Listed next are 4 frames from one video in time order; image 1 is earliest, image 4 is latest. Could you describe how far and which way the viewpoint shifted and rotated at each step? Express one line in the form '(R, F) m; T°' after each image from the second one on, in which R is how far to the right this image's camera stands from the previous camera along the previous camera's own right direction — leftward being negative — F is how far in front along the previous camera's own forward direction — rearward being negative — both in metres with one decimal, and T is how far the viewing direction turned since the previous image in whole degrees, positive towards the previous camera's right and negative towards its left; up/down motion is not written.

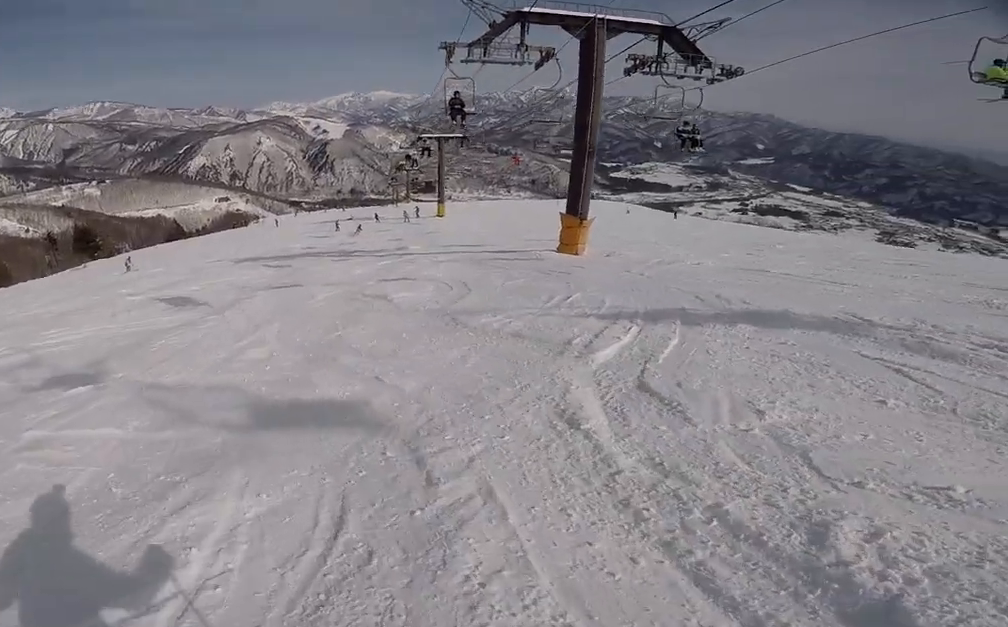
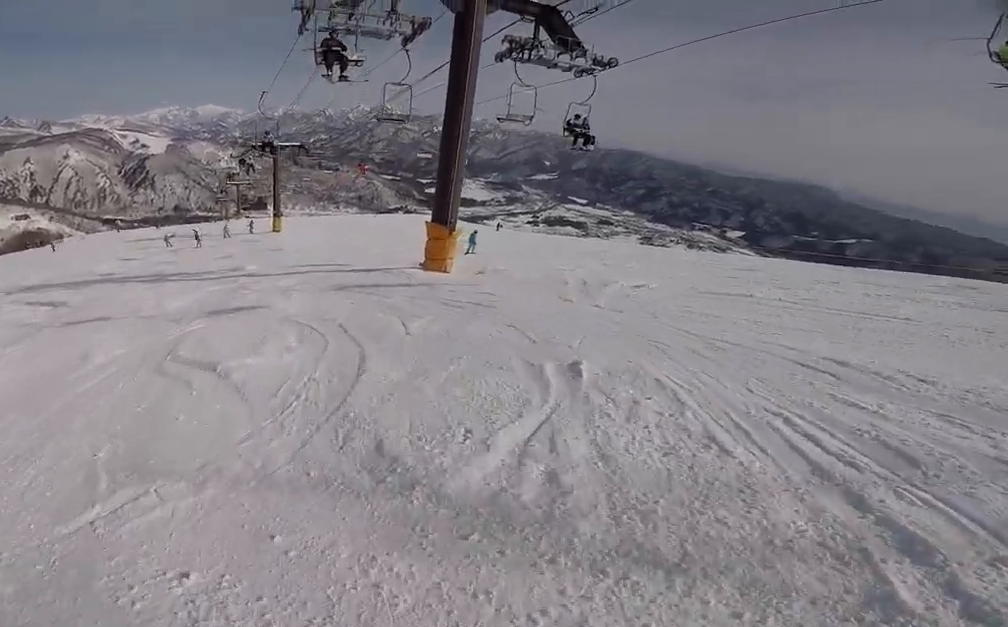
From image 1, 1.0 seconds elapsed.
(+0.3, +4.4) m; +11°
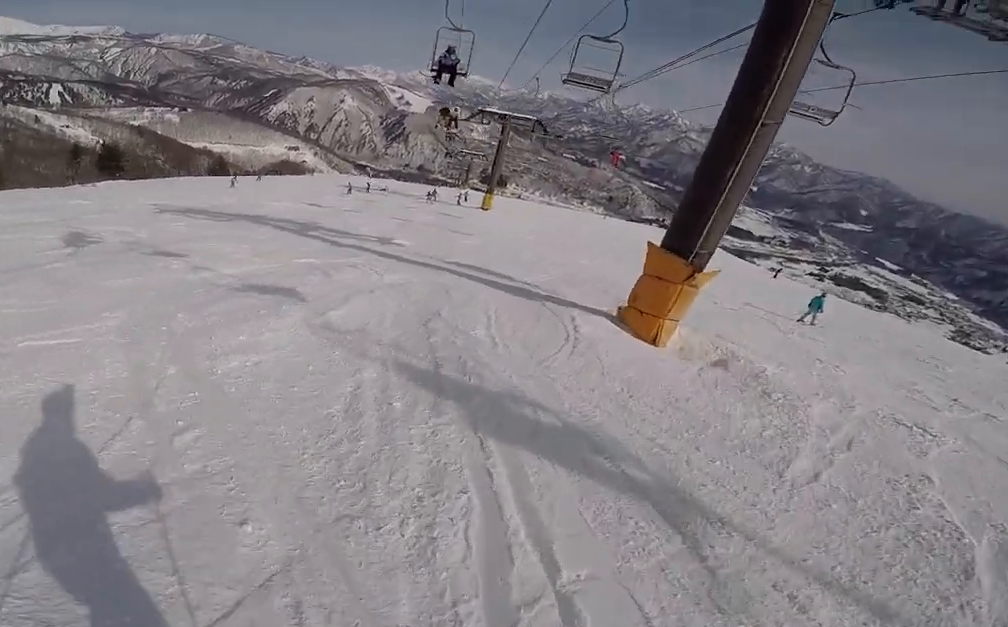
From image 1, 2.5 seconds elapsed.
(0.0, +7.3) m; -20°
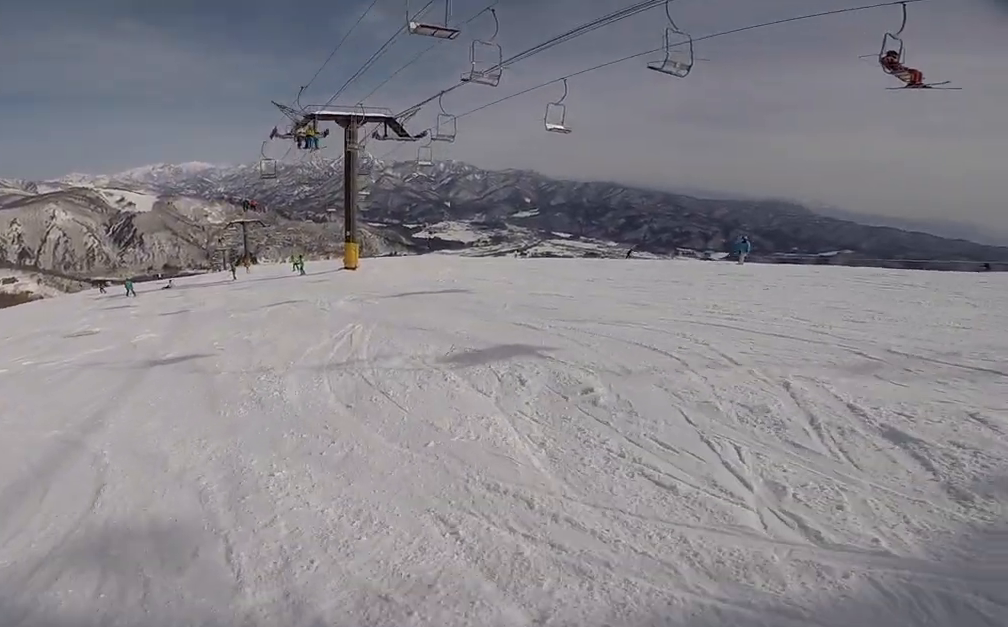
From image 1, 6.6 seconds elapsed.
(+0.6, +17.9) m; +35°
